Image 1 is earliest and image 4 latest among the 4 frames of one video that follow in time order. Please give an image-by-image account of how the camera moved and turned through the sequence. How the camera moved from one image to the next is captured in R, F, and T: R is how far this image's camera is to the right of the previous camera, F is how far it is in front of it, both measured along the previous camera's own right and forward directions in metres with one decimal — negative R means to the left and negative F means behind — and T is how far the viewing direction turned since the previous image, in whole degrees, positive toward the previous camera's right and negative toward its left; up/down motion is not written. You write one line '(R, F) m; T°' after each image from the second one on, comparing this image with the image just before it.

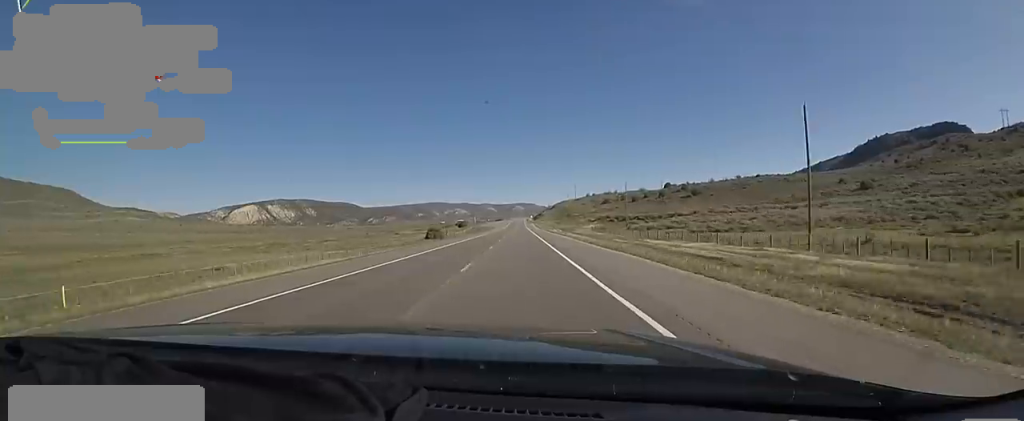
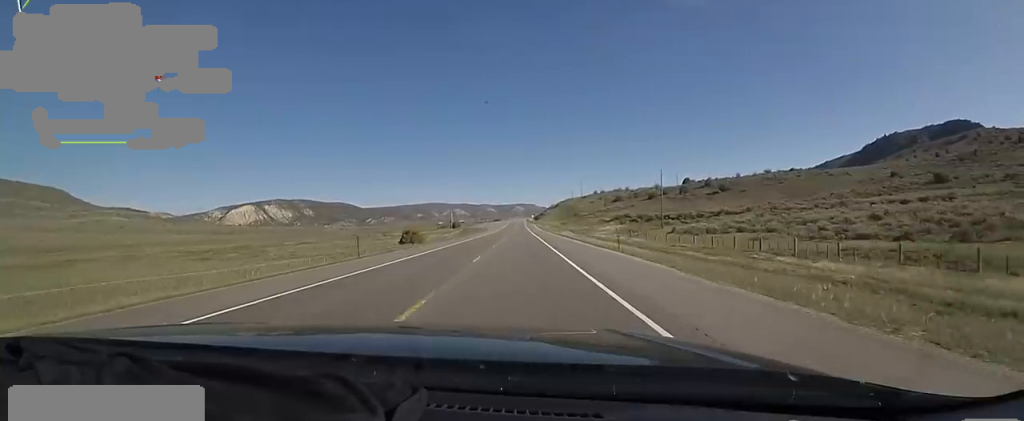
(+0.3, +33.0) m; 0°
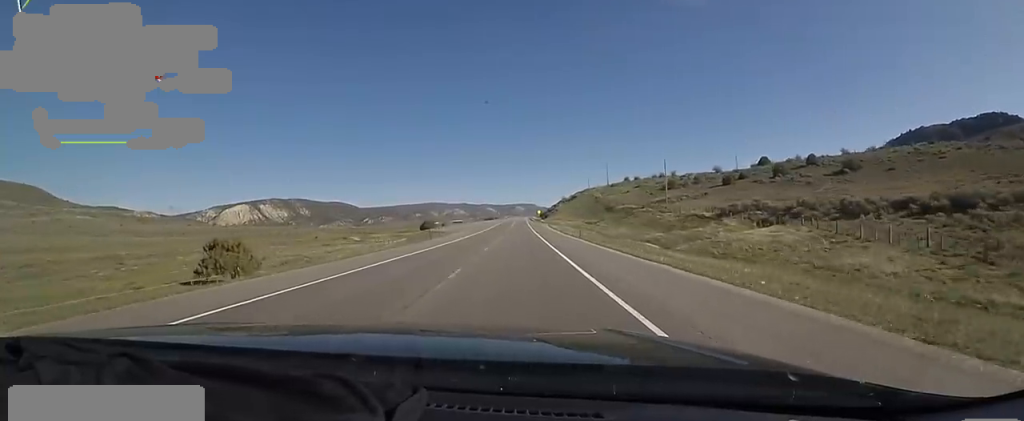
(+2.1, +78.7) m; 0°
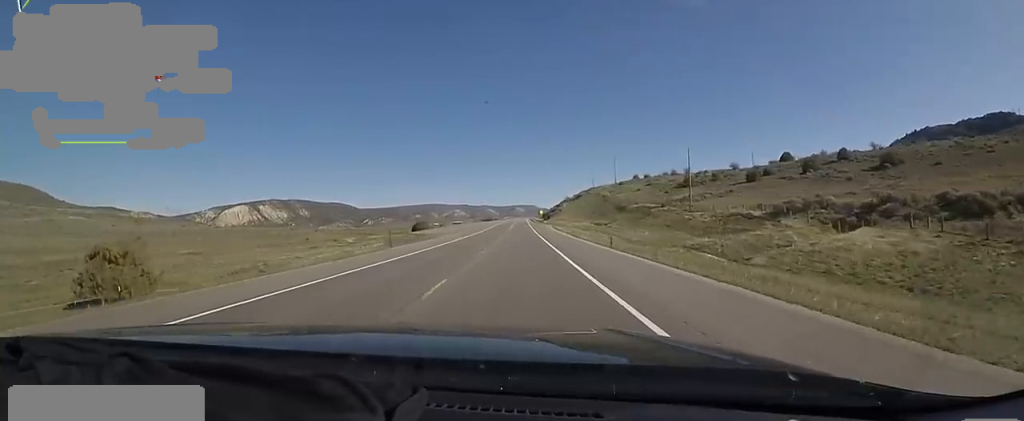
(-0.2, +14.6) m; -1°
